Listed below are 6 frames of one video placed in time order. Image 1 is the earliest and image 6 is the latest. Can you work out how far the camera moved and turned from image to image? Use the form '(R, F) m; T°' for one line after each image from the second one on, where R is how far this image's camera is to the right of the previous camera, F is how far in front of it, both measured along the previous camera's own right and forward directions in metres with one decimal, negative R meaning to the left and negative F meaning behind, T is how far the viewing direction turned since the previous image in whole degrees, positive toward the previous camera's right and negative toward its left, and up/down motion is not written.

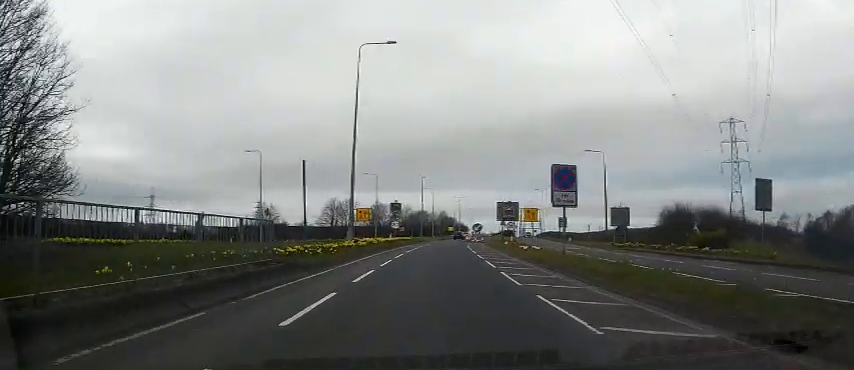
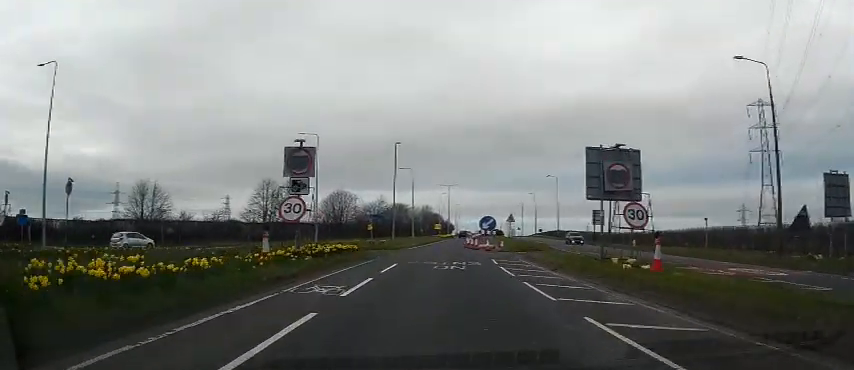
(+0.9, +32.4) m; +2°
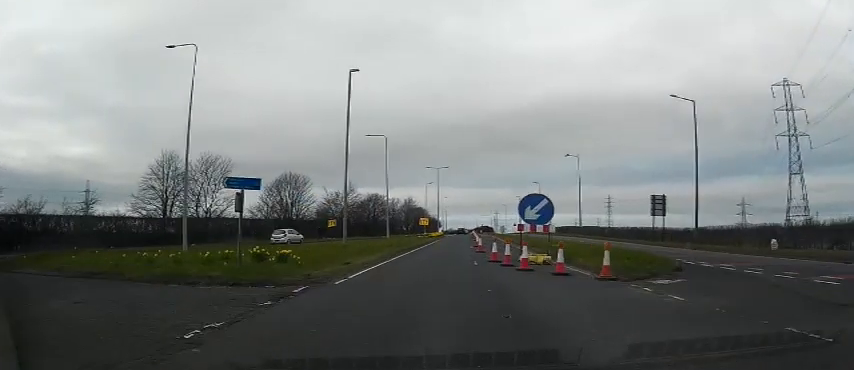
(-0.1, +23.3) m; +2°
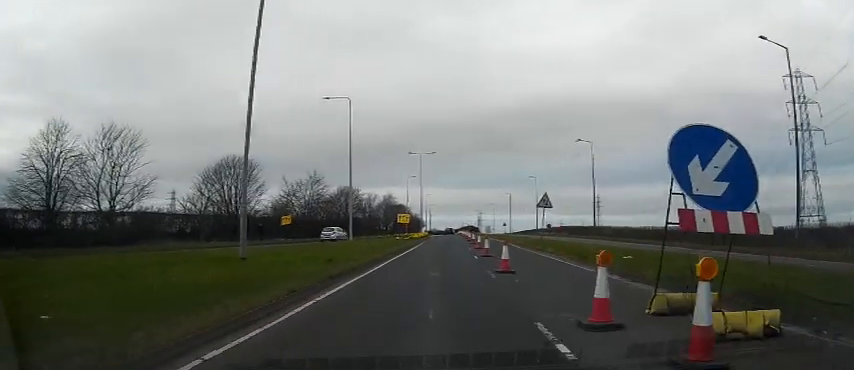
(+0.5, +14.1) m; +3°
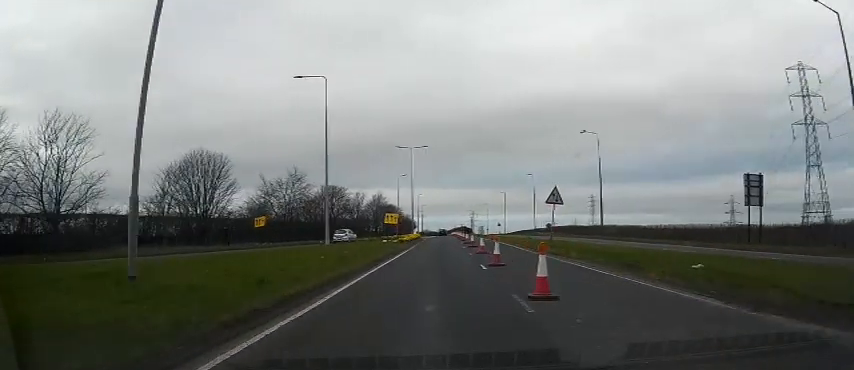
(0.0, +5.7) m; 0°
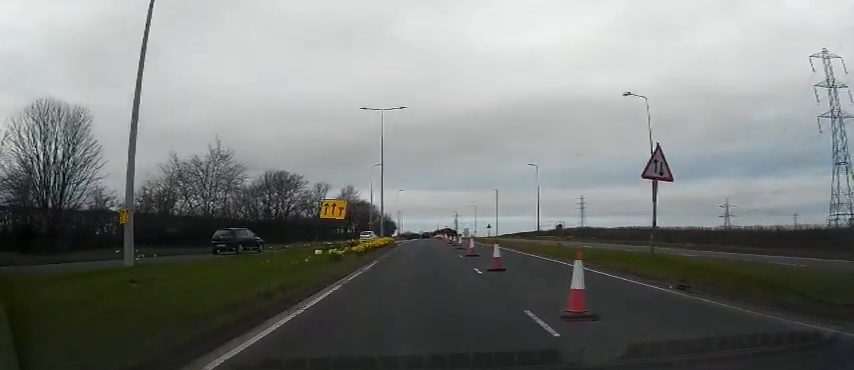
(0.0, +19.1) m; +2°
